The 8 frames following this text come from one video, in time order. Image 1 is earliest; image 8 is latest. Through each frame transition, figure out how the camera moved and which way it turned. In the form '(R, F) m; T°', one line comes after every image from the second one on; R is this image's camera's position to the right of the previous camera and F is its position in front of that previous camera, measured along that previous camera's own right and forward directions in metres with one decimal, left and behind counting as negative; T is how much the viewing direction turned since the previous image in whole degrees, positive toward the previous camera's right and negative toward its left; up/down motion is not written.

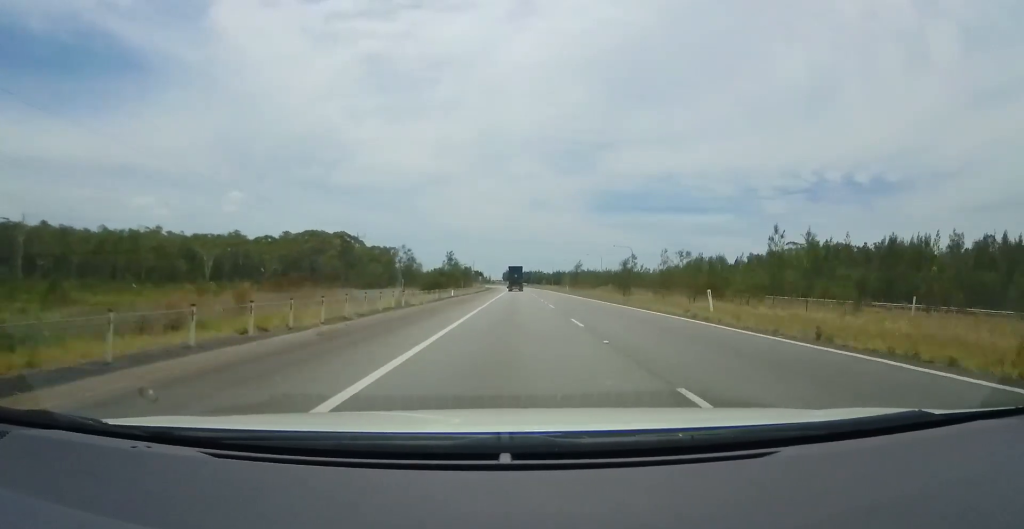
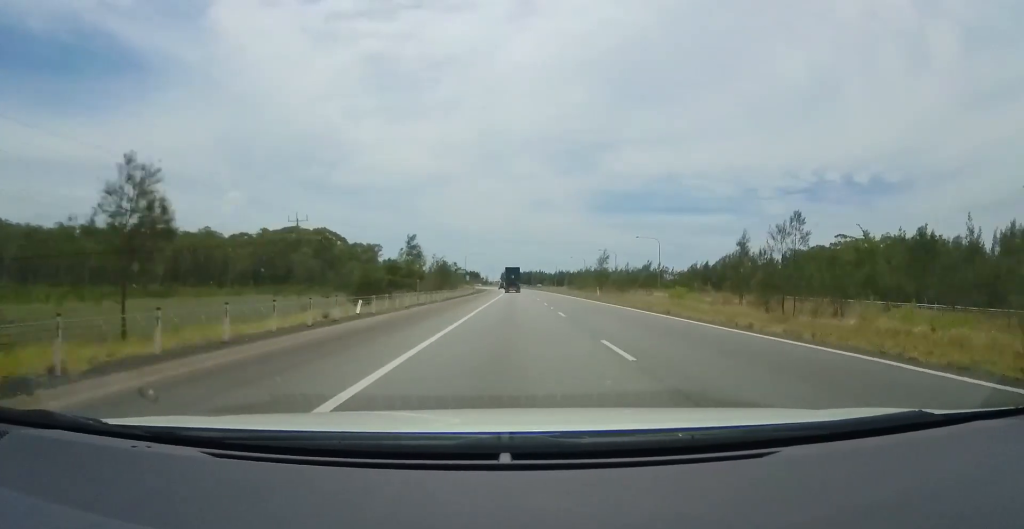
(-0.1, +30.8) m; 0°
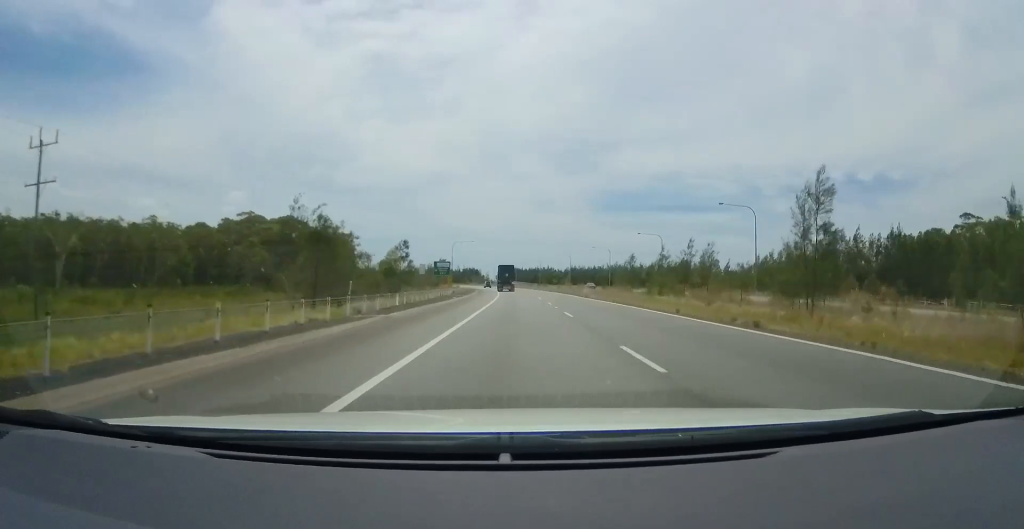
(+0.2, +49.6) m; 0°
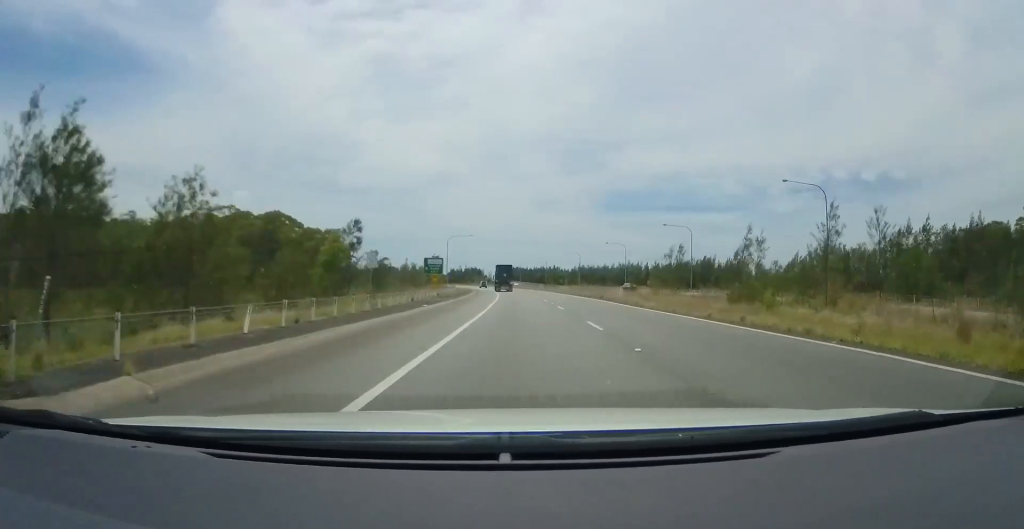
(-0.2, +17.7) m; 0°
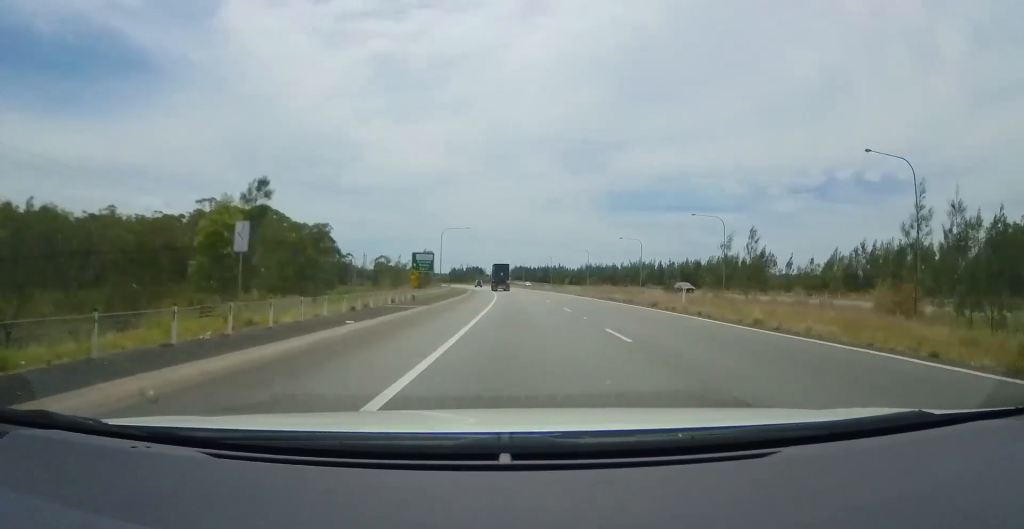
(+0.1, +14.3) m; 0°
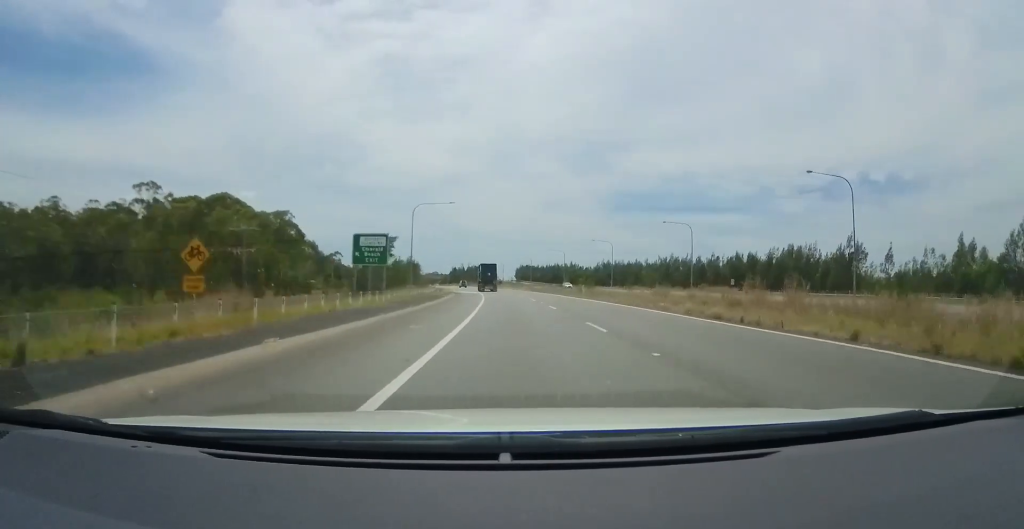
(-0.3, +34.6) m; -1°
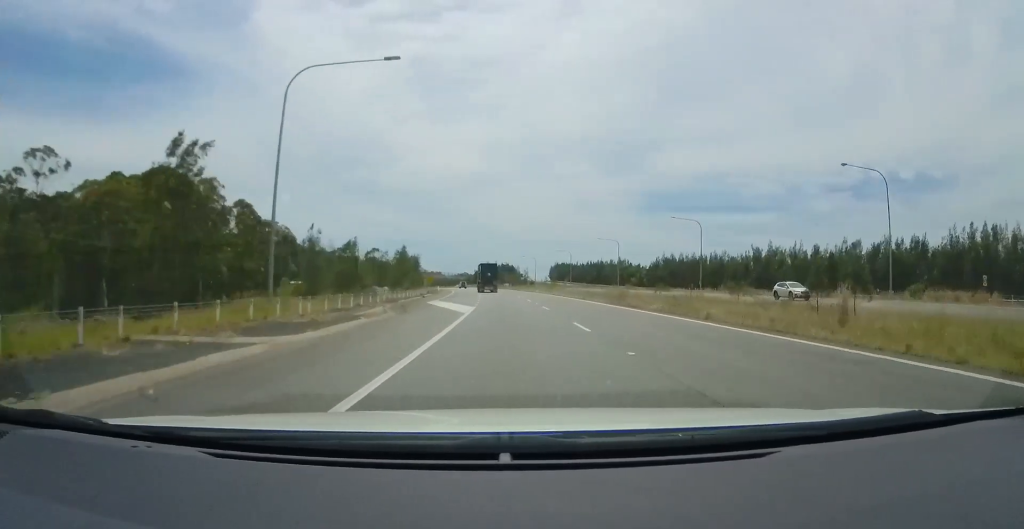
(-0.8, +48.9) m; -2°
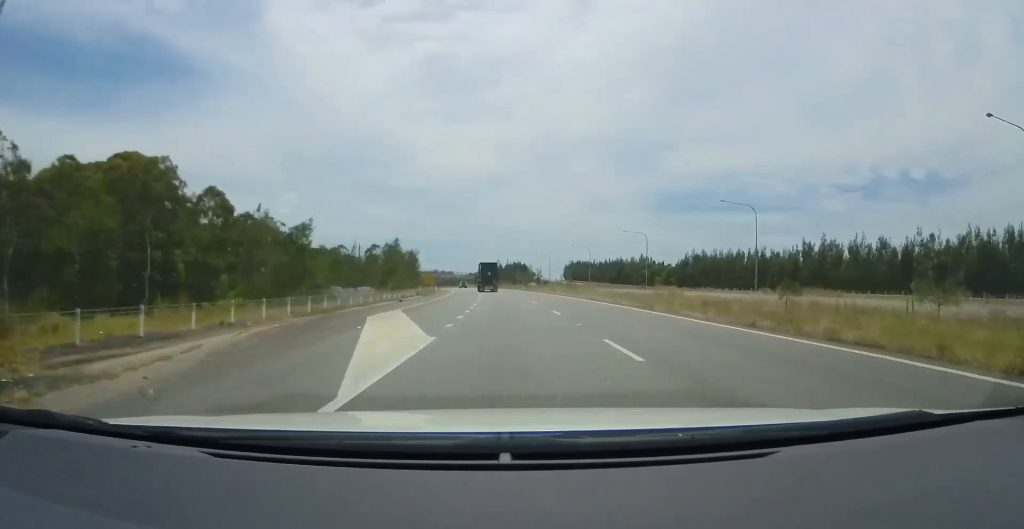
(-0.3, +17.9) m; -1°
